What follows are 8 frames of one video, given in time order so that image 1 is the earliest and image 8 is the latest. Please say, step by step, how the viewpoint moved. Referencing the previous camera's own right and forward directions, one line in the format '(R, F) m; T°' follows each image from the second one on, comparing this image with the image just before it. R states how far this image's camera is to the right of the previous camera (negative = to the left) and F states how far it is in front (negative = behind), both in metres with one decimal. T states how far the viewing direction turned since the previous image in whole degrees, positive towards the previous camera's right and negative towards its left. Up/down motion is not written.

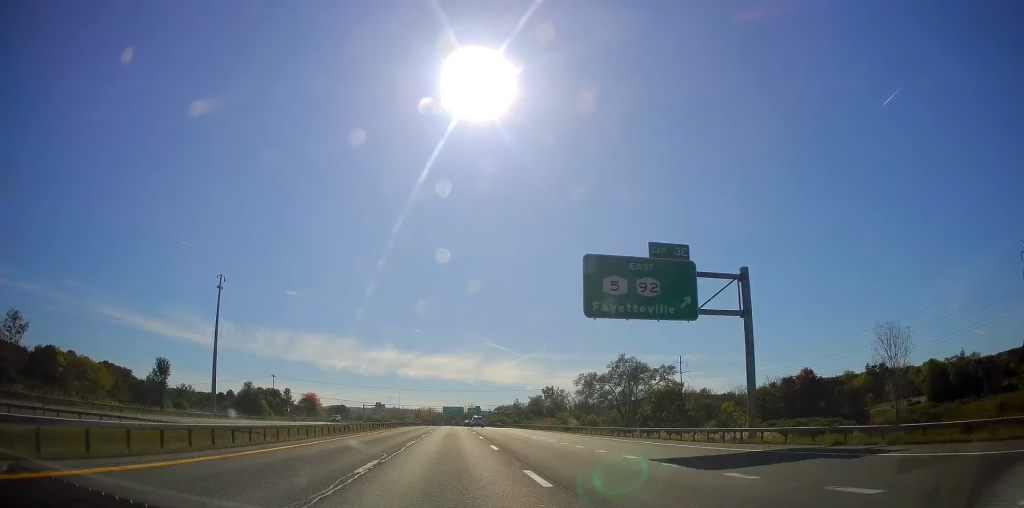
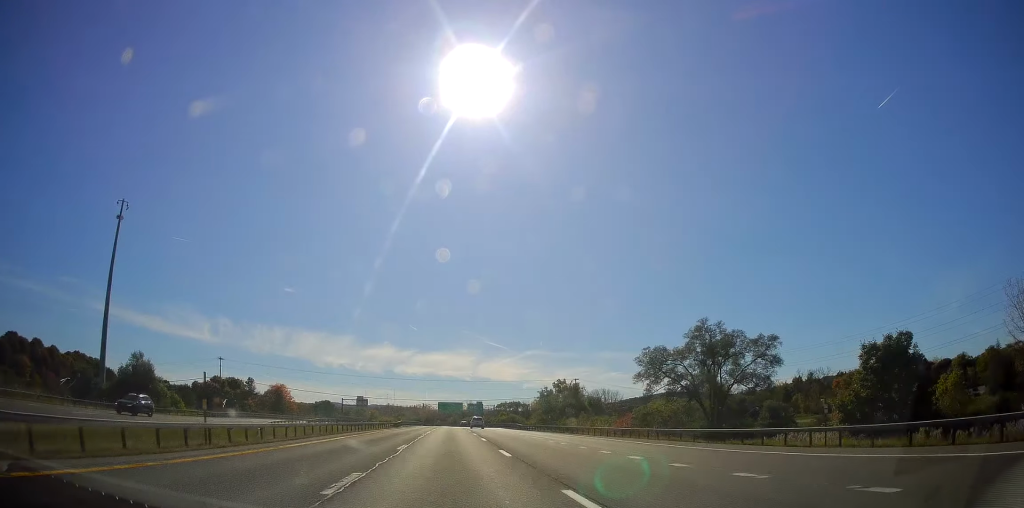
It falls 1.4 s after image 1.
(-0.8, +40.2) m; -2°
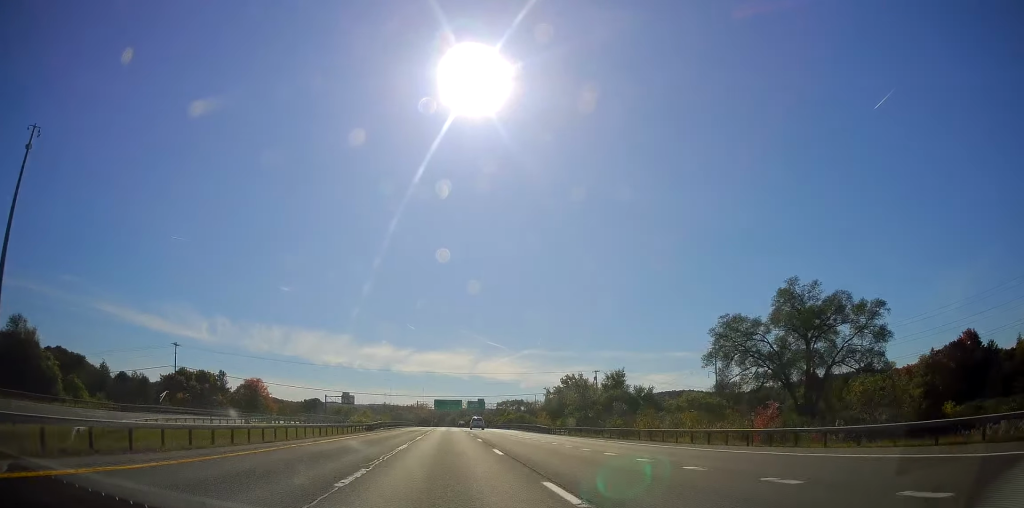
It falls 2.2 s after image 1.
(0.0, +23.3) m; +1°
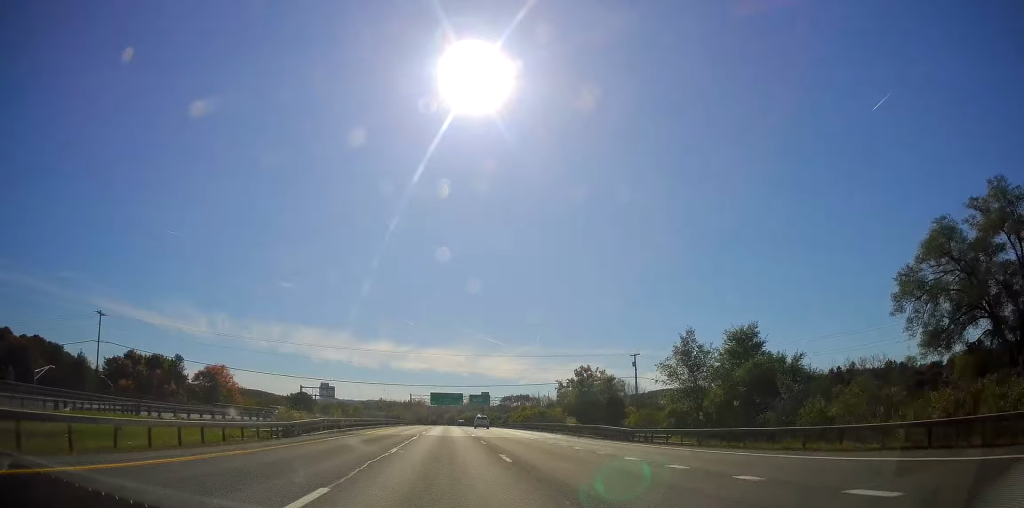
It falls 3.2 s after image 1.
(+0.2, +28.1) m; +1°
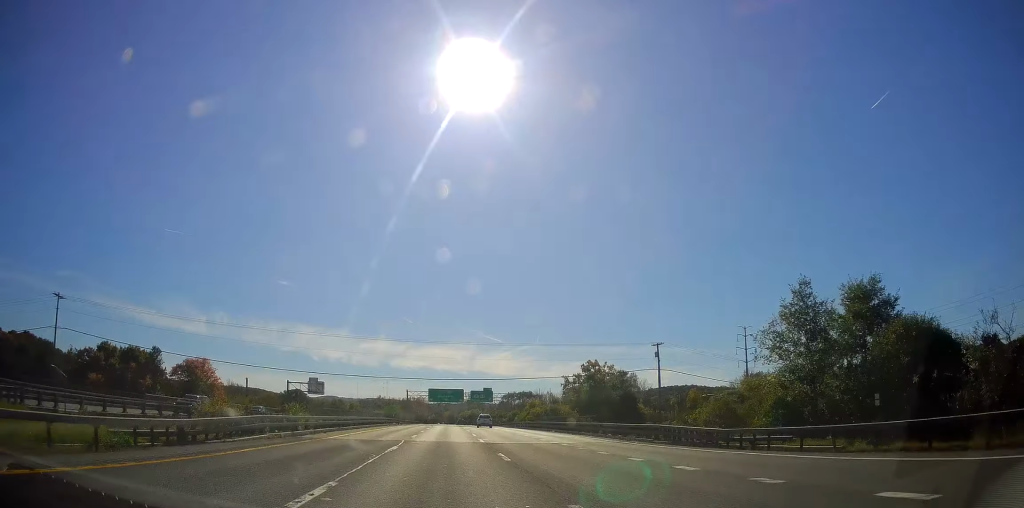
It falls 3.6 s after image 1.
(0.0, +11.6) m; 0°
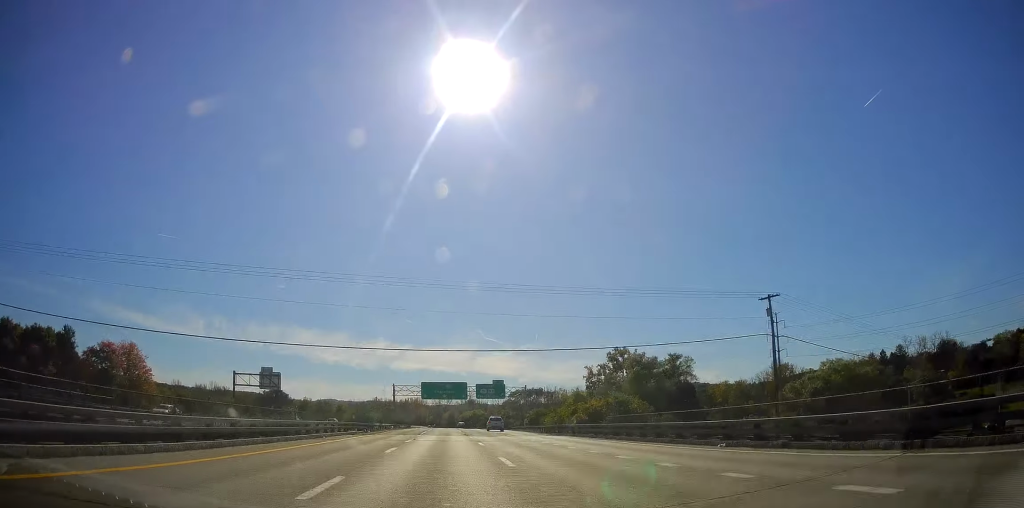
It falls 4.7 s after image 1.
(+0.2, +34.0) m; 0°
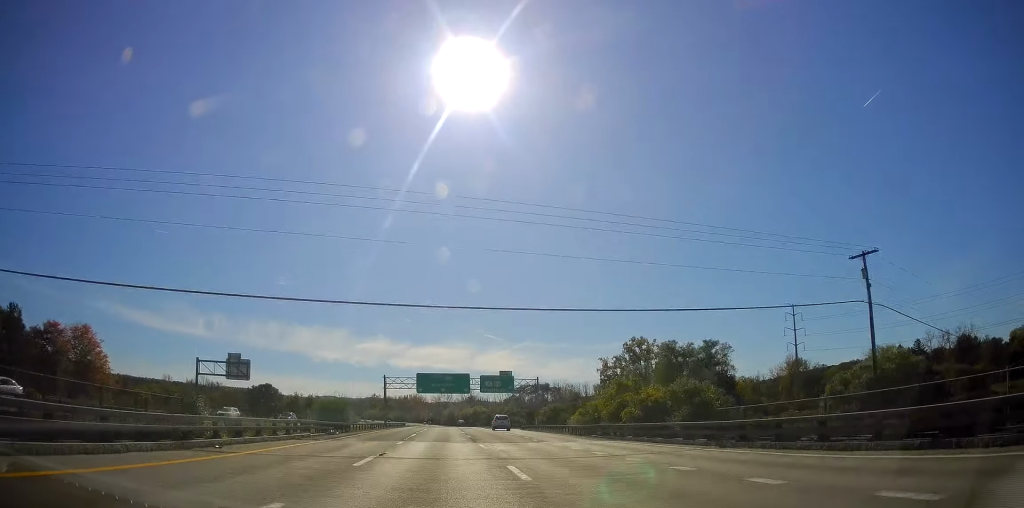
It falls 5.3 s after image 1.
(+0.3, +15.6) m; -1°
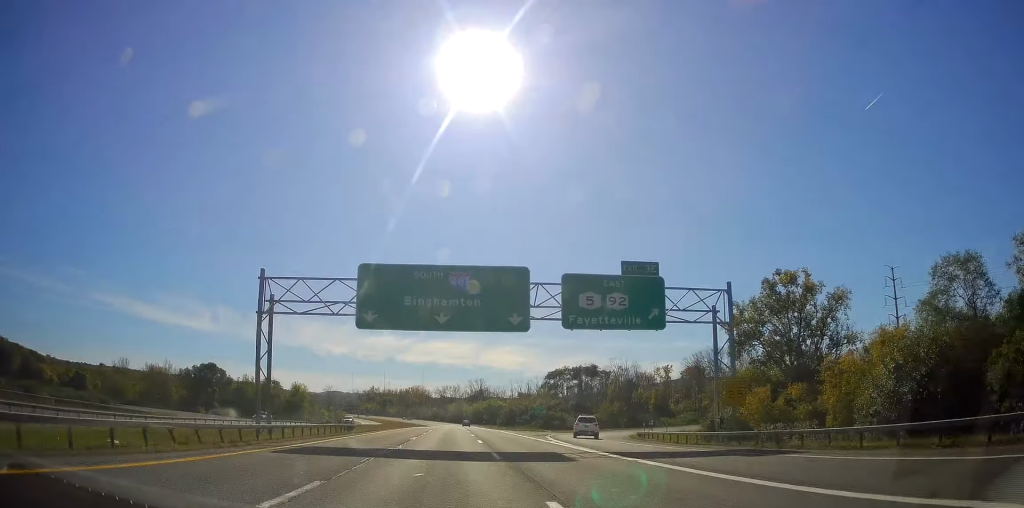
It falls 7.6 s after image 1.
(0.0, +67.8) m; +1°
